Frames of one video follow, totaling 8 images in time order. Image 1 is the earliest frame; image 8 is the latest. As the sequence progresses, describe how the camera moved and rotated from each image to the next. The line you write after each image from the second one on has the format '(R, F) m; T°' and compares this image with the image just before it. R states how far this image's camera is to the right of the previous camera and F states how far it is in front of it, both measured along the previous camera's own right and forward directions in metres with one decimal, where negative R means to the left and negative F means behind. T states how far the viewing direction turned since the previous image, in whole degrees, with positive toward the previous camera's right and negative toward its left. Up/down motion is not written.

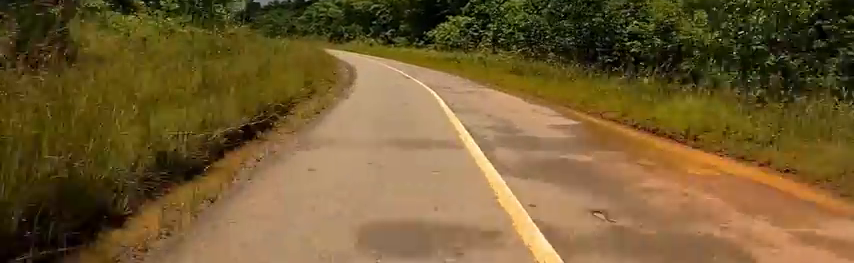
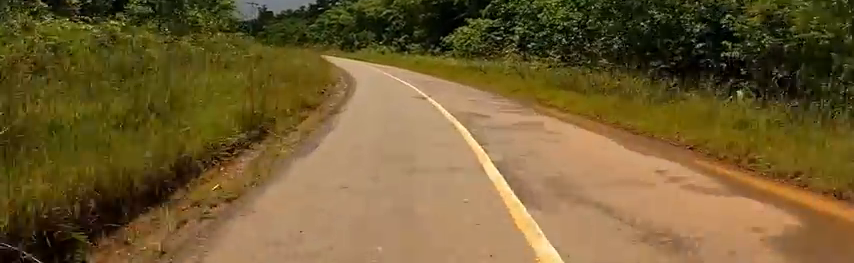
(+0.4, +5.2) m; -2°
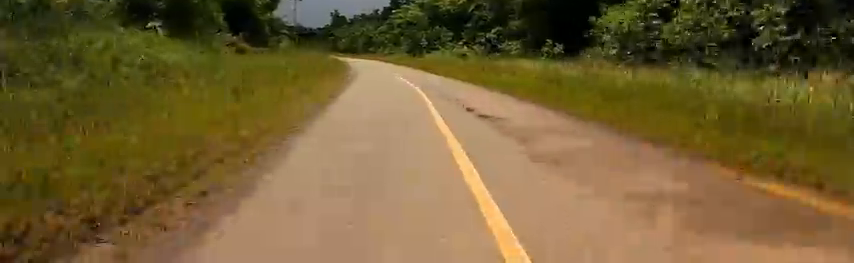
(-2.8, +21.8) m; -11°
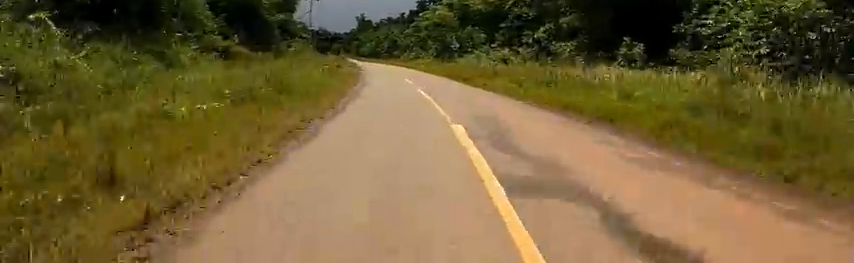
(0.0, +7.8) m; 0°
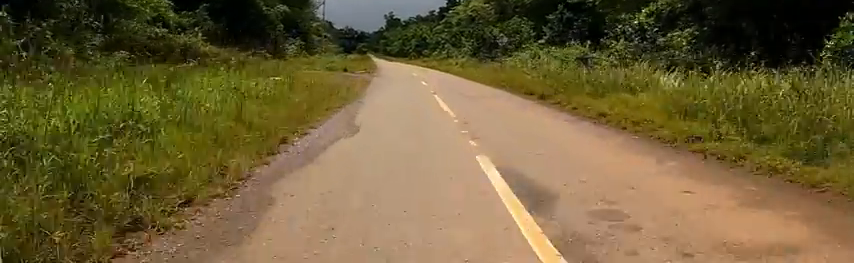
(0.0, +10.8) m; 0°
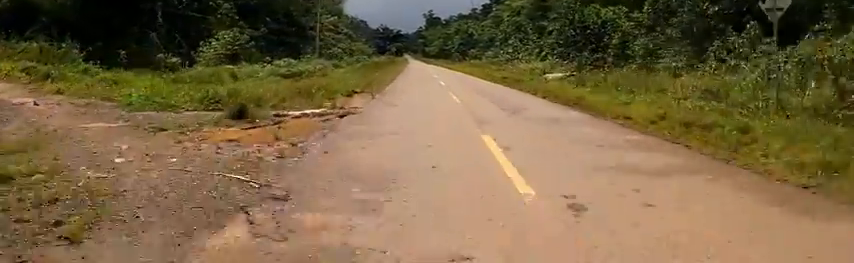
(-1.1, +21.7) m; -6°
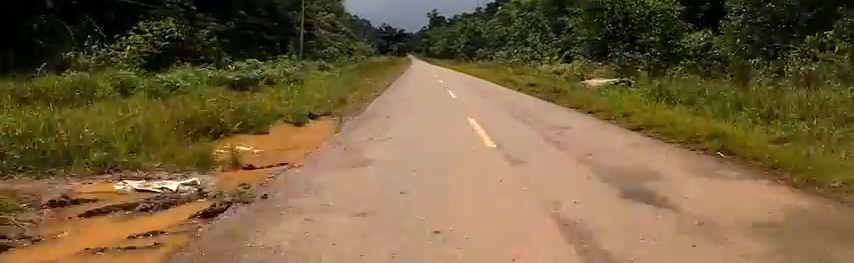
(-0.4, +5.5) m; -1°
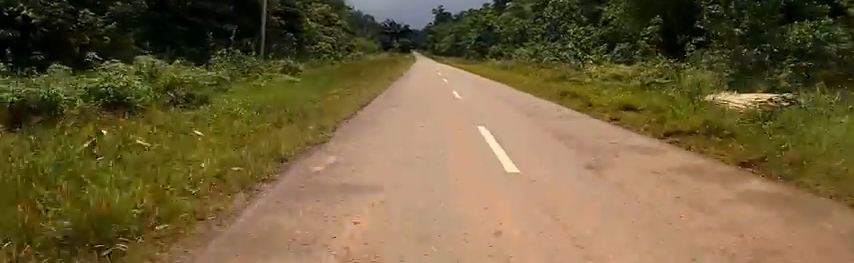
(+0.3, +8.8) m; +1°
